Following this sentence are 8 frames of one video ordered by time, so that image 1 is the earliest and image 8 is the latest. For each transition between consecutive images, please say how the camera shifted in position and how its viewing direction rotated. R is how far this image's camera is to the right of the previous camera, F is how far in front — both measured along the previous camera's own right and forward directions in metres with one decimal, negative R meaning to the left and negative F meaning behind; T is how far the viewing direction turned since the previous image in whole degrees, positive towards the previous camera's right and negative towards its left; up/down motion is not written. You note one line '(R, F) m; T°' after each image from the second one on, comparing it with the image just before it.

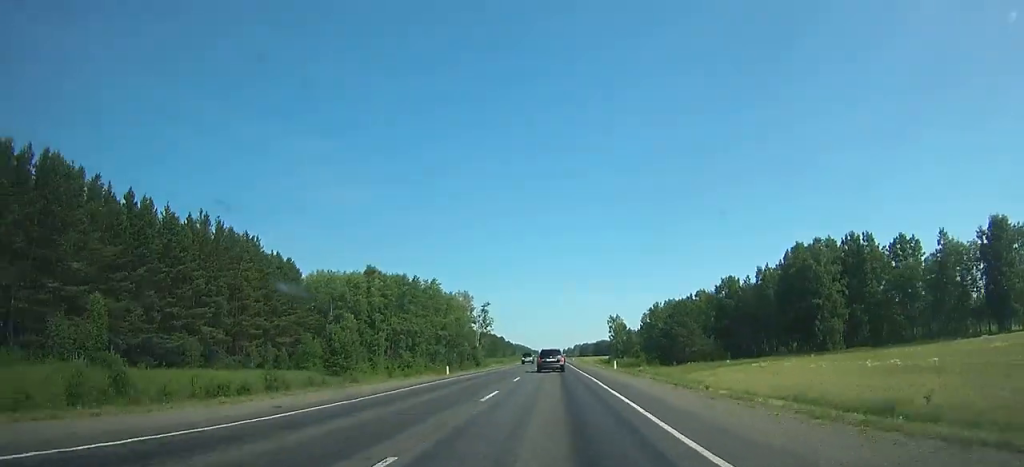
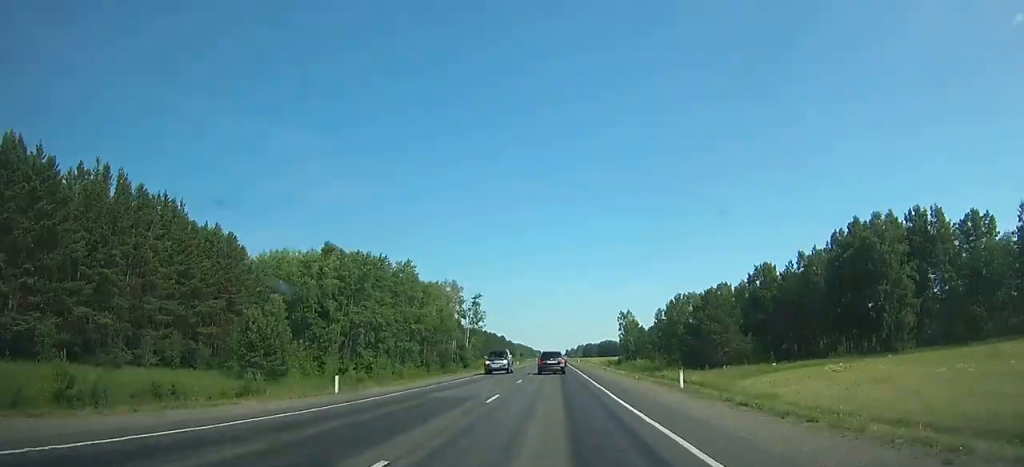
(+0.1, +22.2) m; 0°
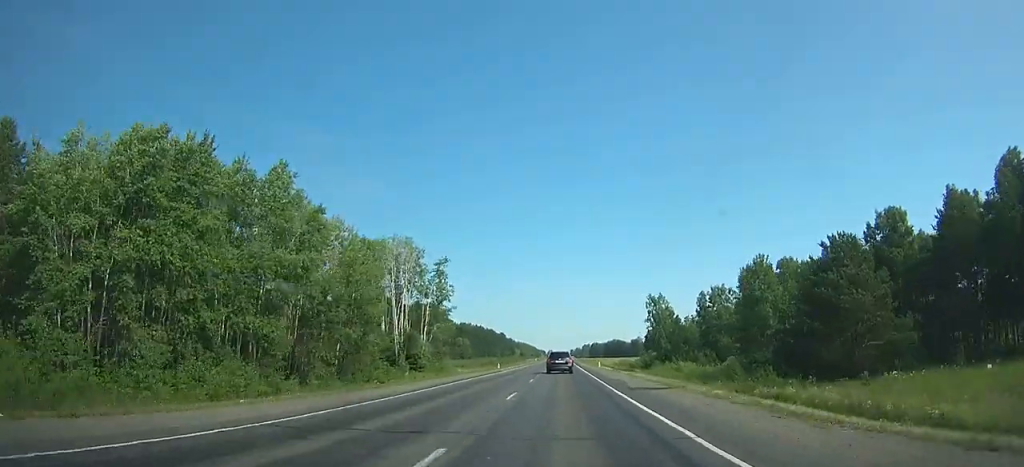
(0.0, +44.8) m; 0°
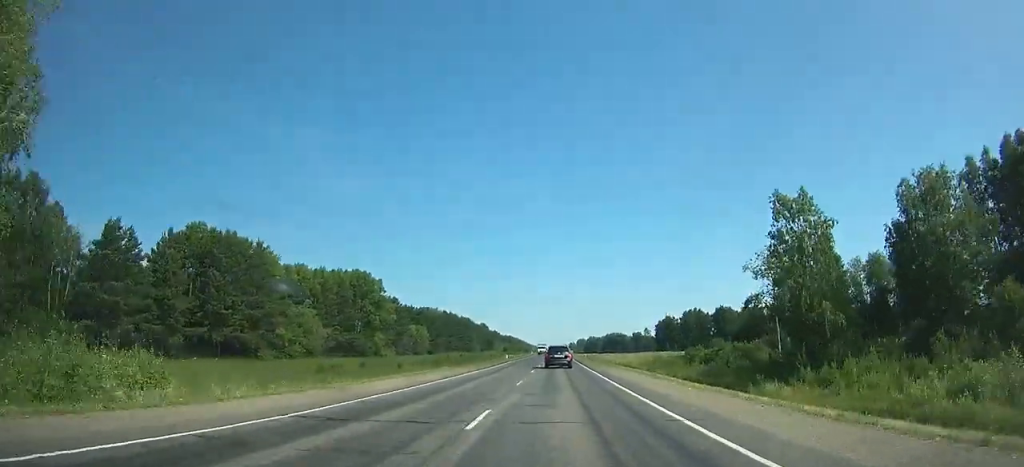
(+0.3, +76.4) m; +1°
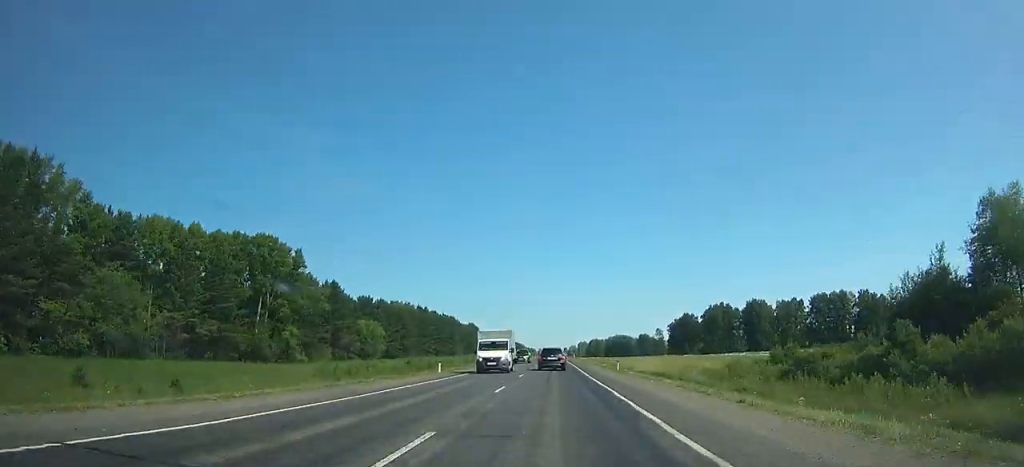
(+0.2, +51.5) m; 0°
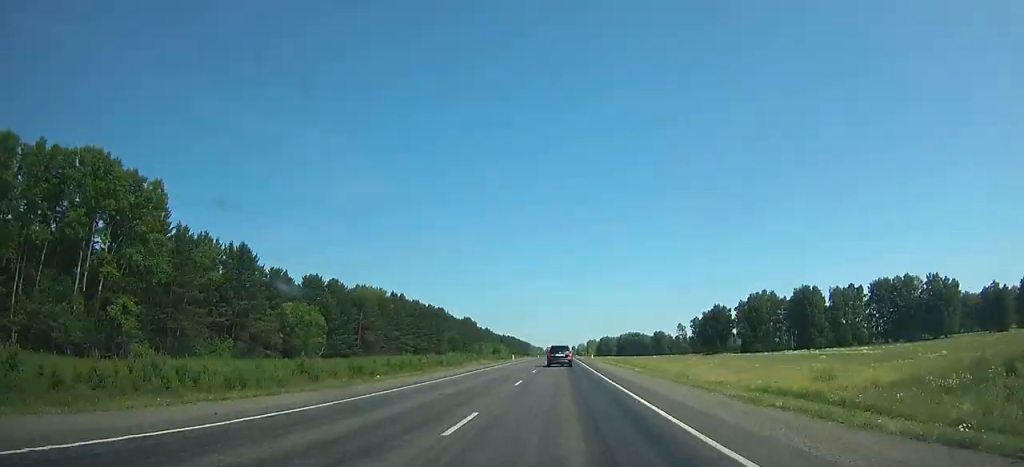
(0.0, +46.3) m; 0°
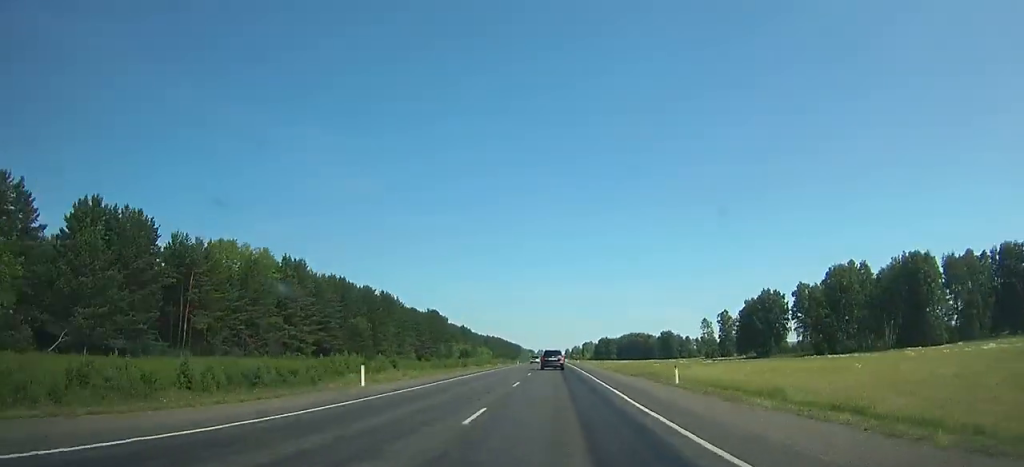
(0.0, +71.4) m; 0°
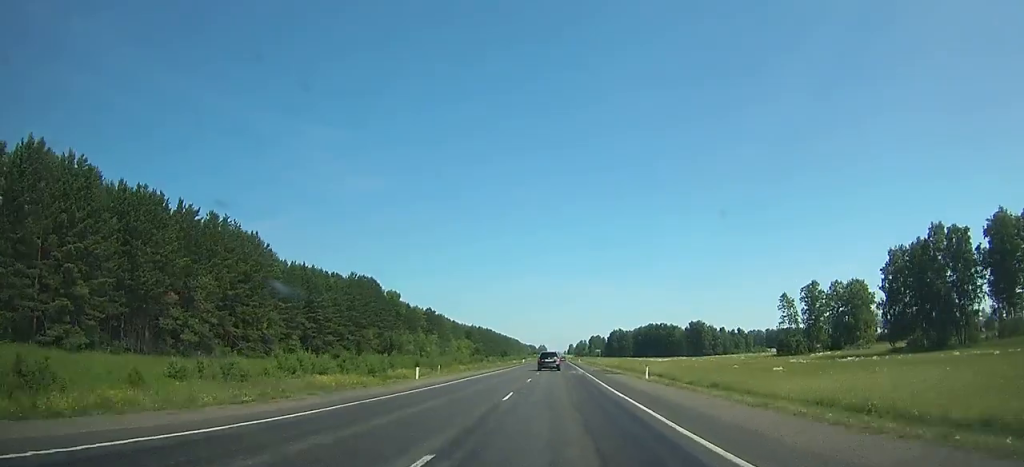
(-0.3, +89.4) m; -1°
